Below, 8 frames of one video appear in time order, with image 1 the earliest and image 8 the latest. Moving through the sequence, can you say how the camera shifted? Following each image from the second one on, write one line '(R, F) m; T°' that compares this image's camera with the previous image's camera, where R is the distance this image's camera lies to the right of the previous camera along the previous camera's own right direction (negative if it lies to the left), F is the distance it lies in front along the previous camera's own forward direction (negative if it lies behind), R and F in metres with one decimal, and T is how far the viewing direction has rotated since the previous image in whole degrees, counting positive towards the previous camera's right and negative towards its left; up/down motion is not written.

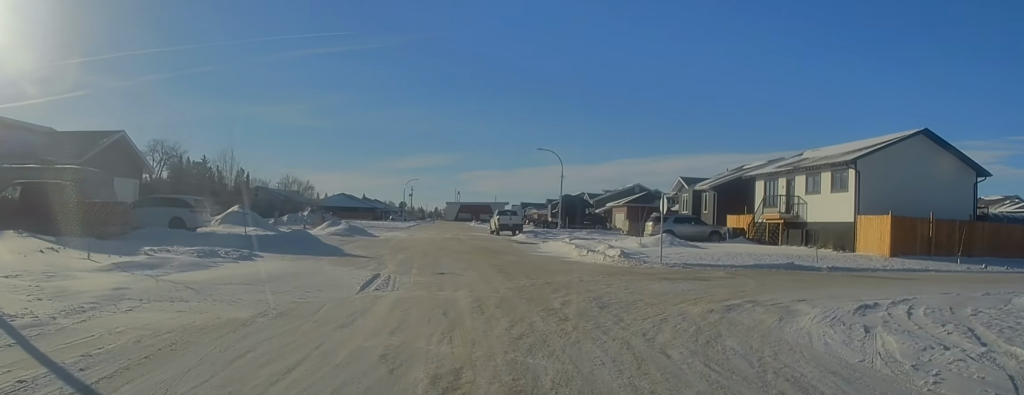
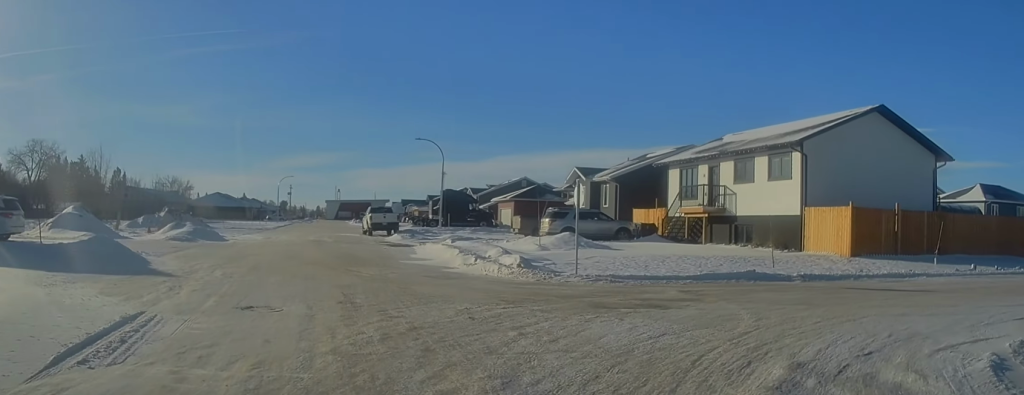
(+0.1, +6.9) m; +9°
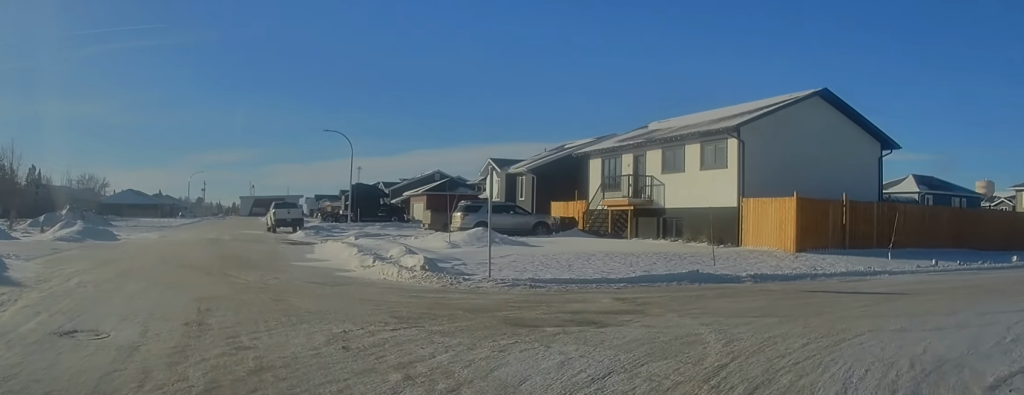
(+0.3, +2.7) m; +7°
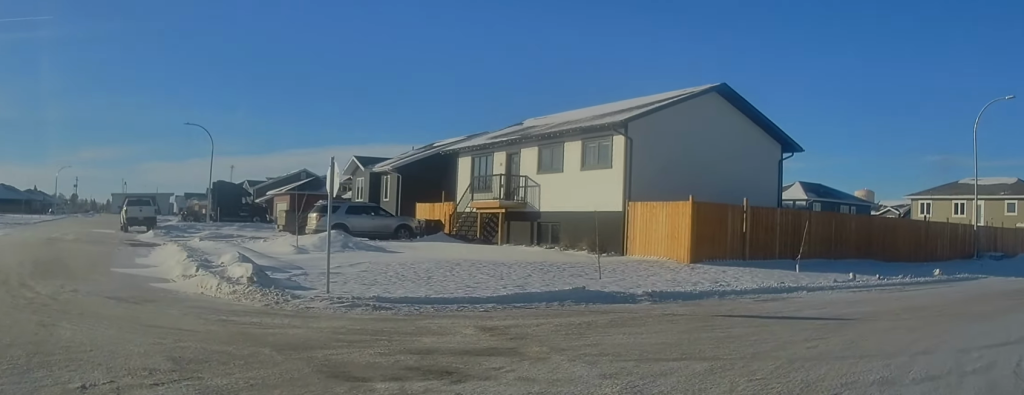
(+0.2, +3.1) m; +11°
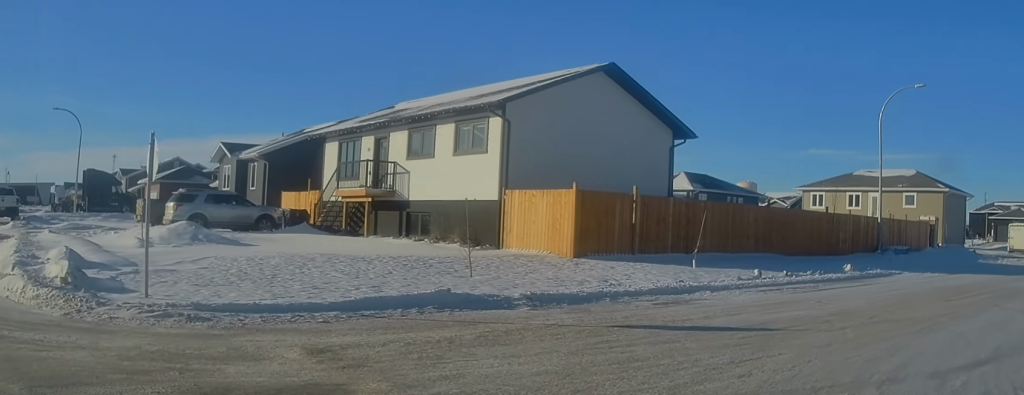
(0.0, +2.3) m; +12°
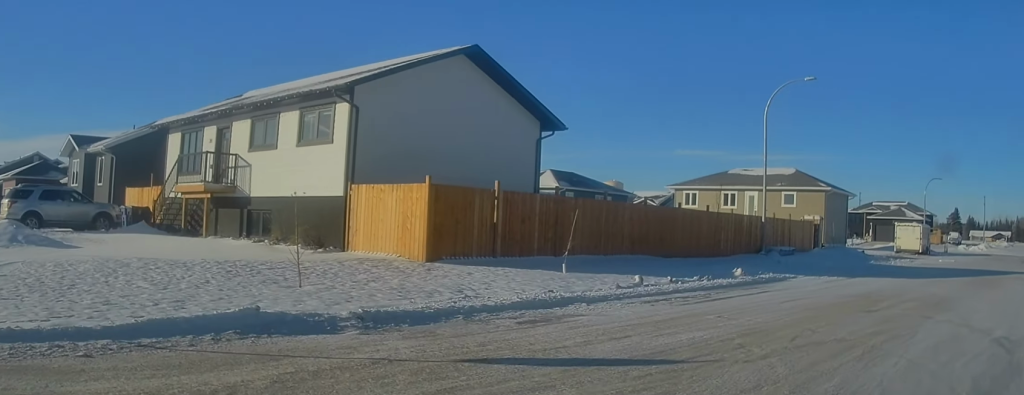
(+0.4, +2.4) m; +13°
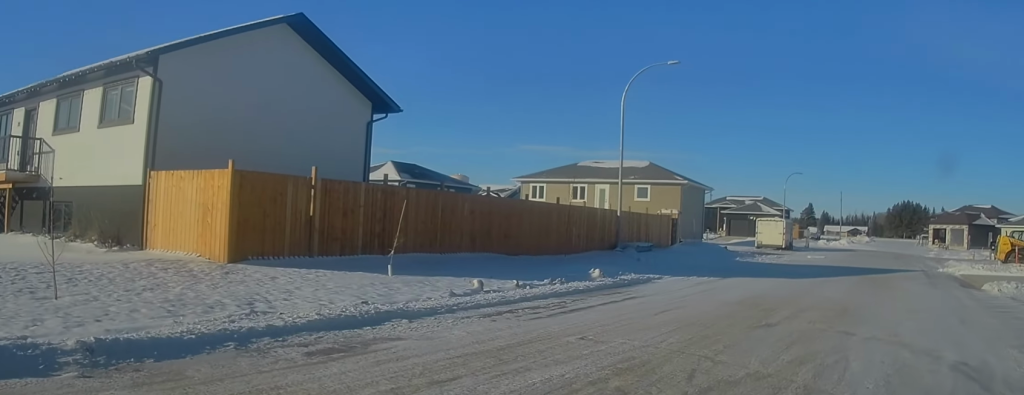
(+0.5, +2.7) m; +14°
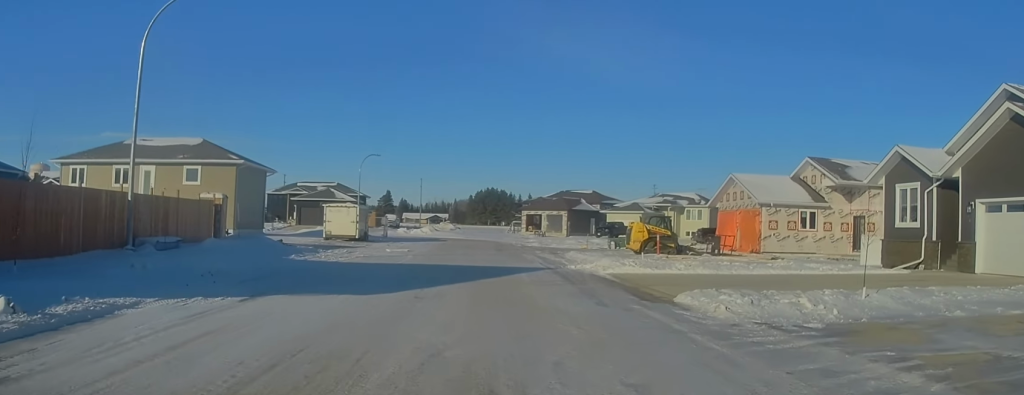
(+1.7, +8.1) m; +23°
